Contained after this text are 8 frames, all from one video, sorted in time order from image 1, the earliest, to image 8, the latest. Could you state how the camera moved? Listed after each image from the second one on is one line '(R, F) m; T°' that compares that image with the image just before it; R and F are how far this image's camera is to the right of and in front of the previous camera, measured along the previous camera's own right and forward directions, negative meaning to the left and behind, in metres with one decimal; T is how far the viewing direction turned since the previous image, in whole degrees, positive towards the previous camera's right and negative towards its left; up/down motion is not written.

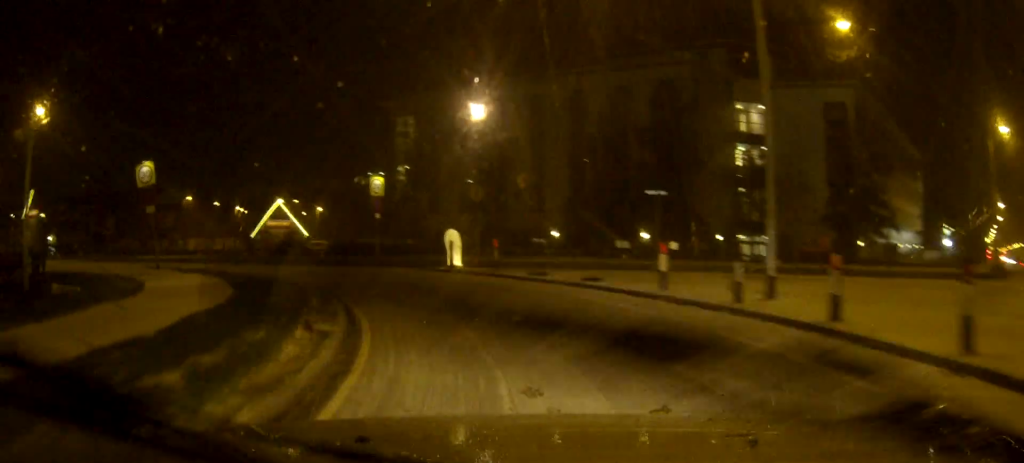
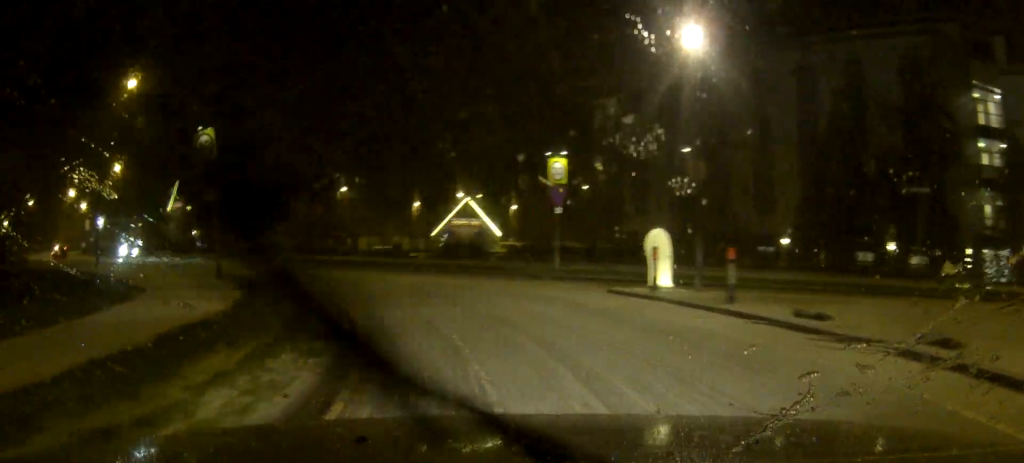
(-0.8, +9.1) m; -15°
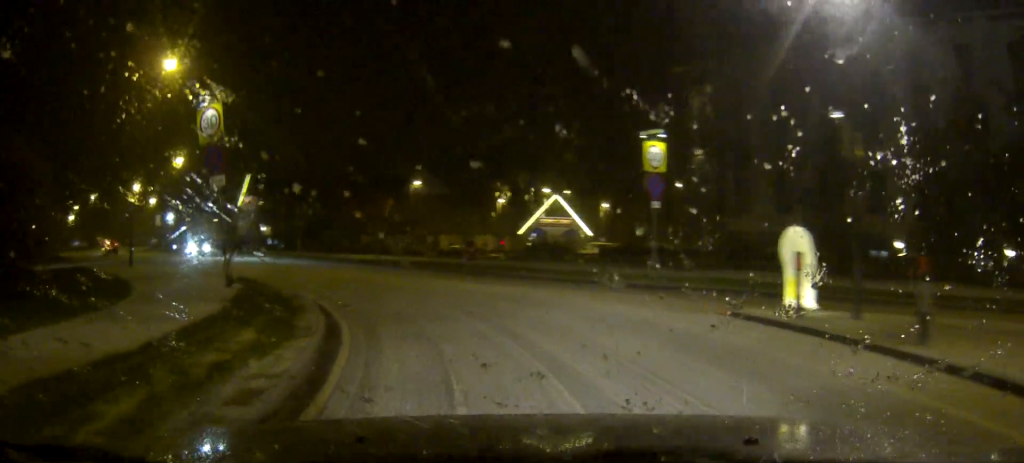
(-0.3, +4.5) m; -9°
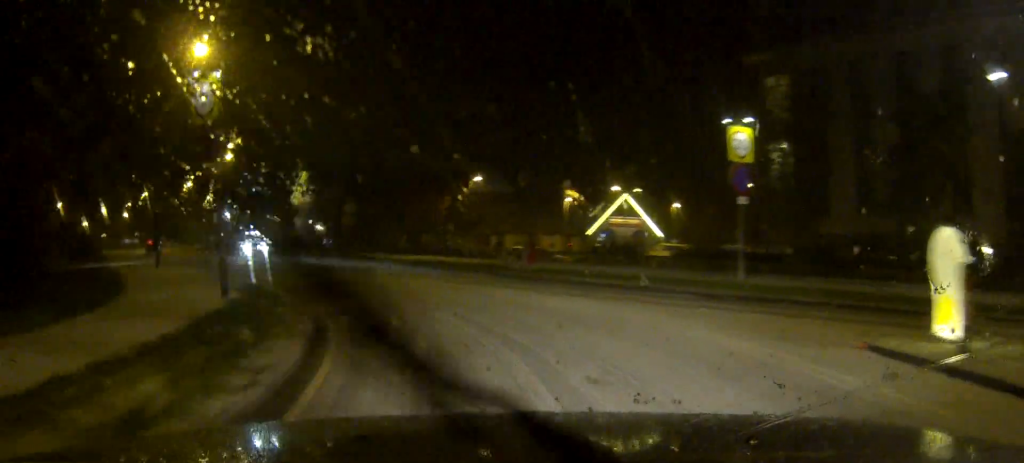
(-0.3, +3.3) m; -5°
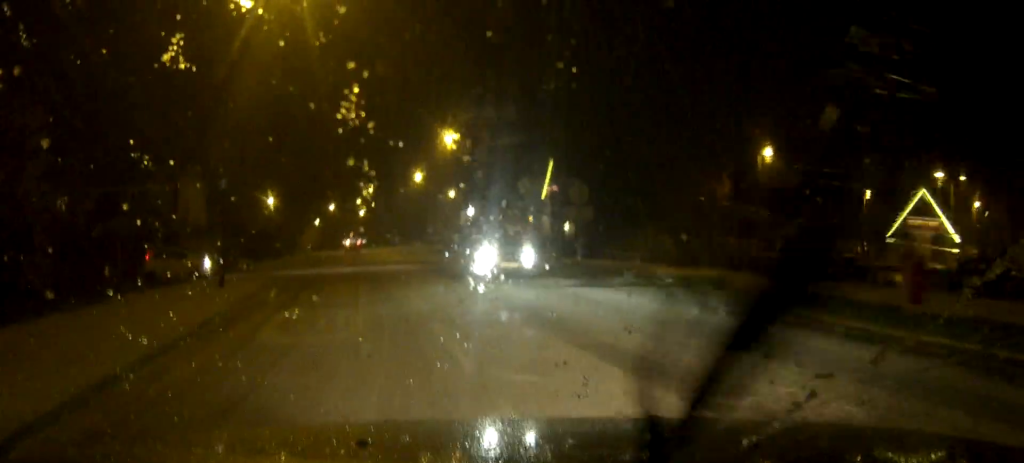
(-2.3, +14.4) m; -19°
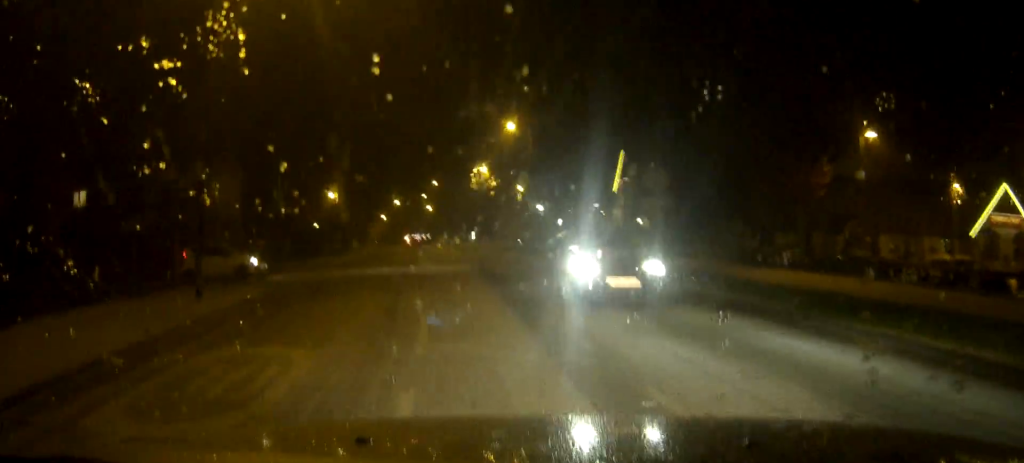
(-0.6, +4.5) m; -5°
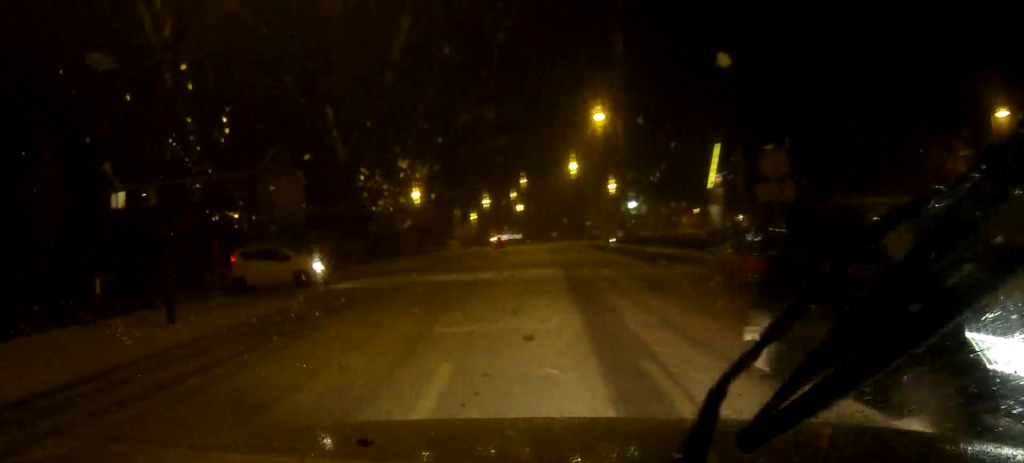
(-0.1, +4.3) m; -5°
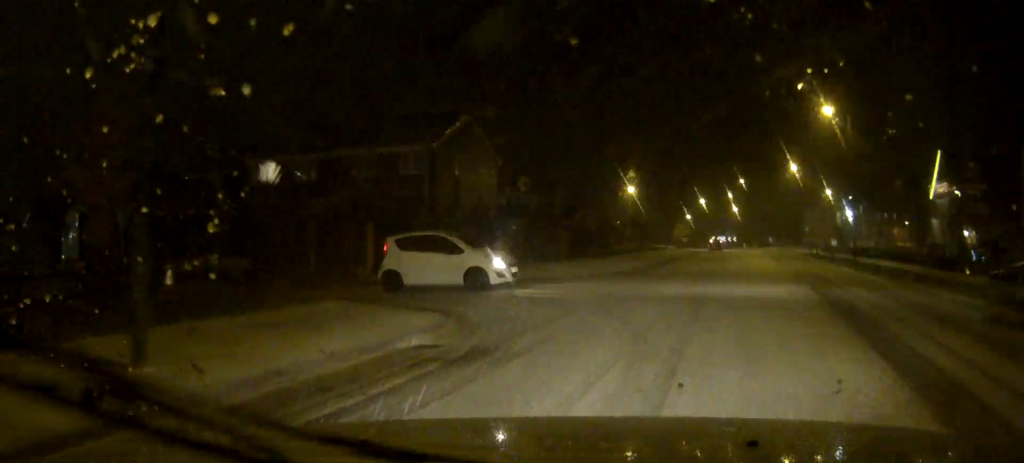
(-0.4, +6.1) m; -6°
